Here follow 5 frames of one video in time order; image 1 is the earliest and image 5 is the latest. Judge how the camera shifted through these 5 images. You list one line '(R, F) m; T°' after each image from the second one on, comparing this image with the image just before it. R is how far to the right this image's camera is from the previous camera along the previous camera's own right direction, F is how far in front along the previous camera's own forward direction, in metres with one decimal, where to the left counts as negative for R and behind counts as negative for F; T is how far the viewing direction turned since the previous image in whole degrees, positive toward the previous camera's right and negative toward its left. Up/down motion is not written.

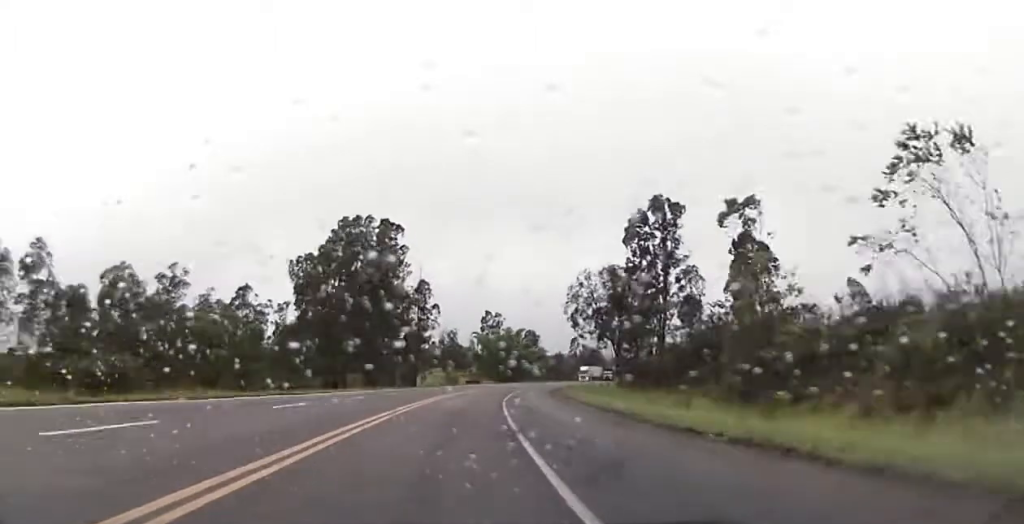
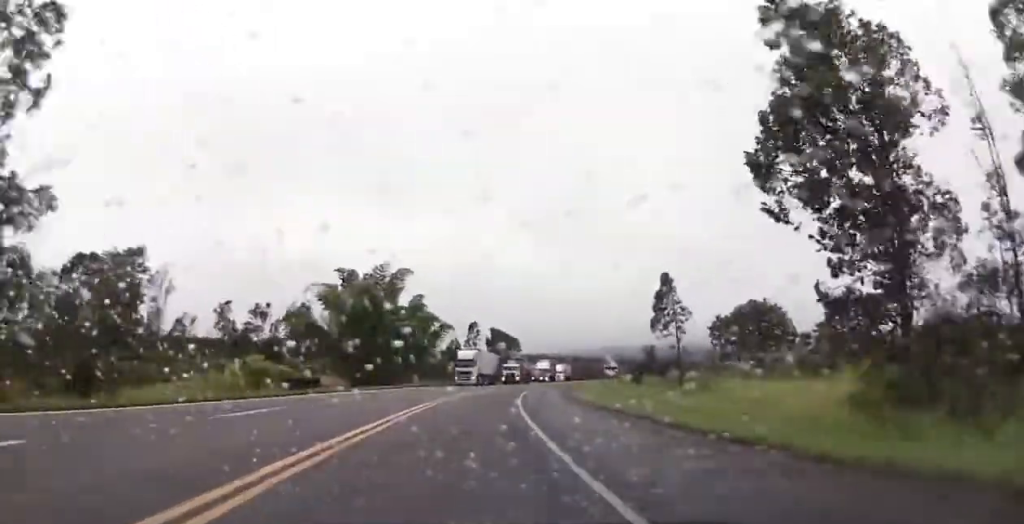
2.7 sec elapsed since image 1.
(+6.9, +75.1) m; +10°
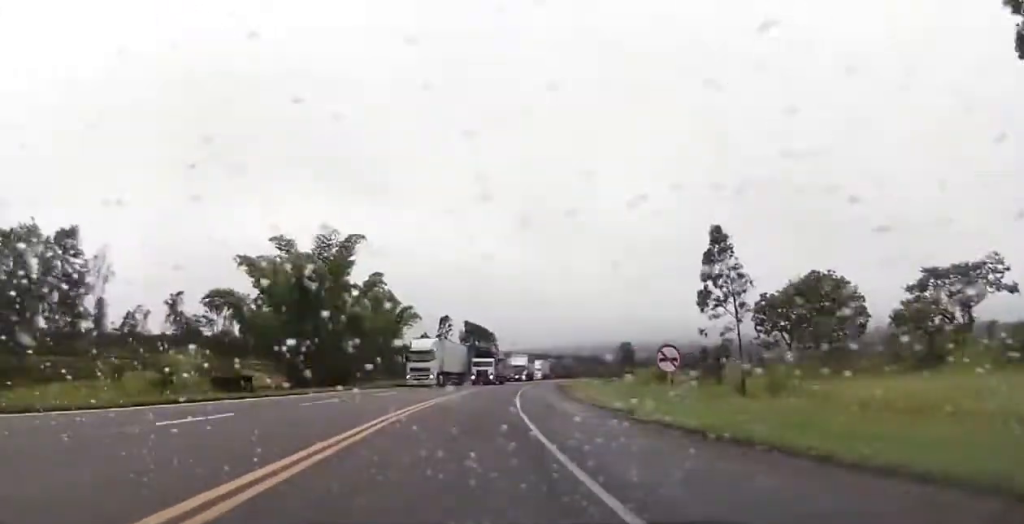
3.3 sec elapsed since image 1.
(0.0, +14.7) m; +2°
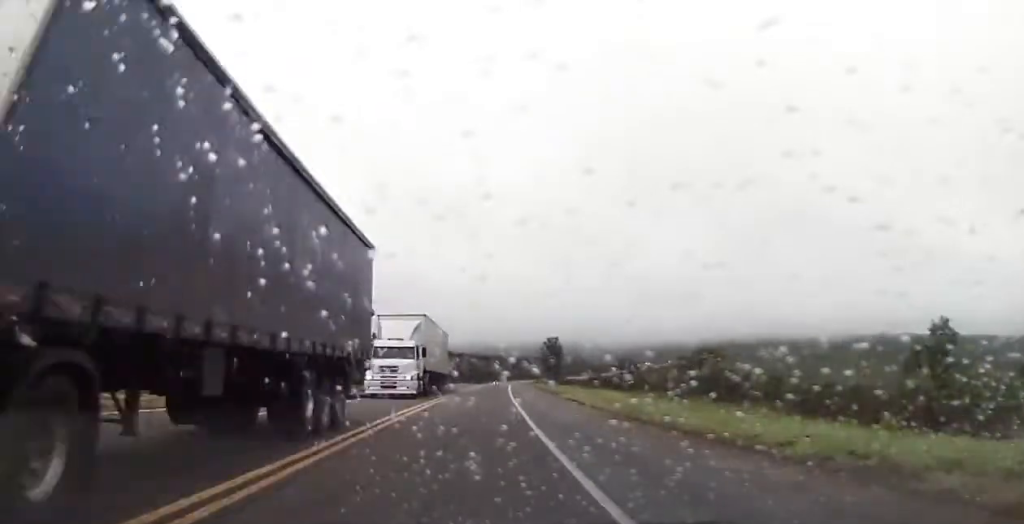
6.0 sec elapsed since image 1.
(+7.4, +76.6) m; +8°
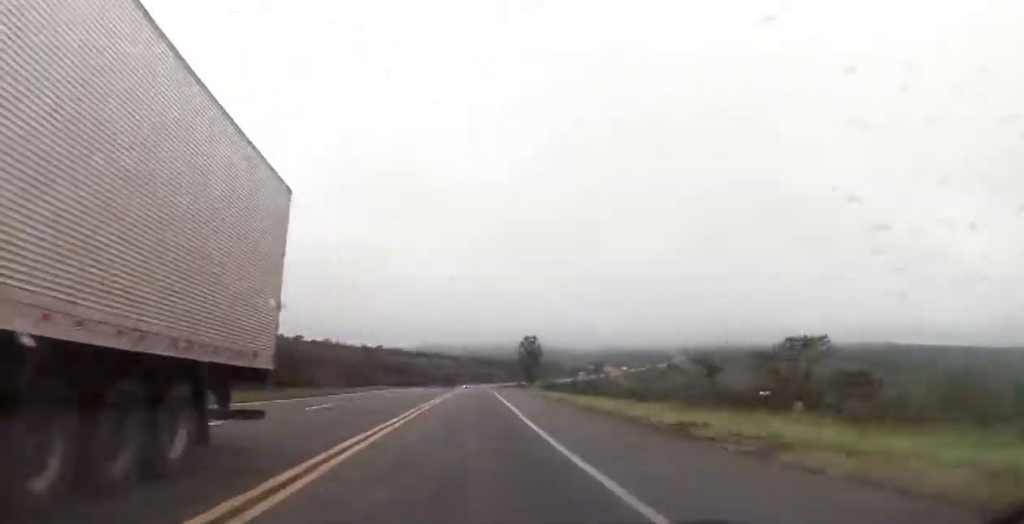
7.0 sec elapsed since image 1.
(+0.6, +28.8) m; +3°
